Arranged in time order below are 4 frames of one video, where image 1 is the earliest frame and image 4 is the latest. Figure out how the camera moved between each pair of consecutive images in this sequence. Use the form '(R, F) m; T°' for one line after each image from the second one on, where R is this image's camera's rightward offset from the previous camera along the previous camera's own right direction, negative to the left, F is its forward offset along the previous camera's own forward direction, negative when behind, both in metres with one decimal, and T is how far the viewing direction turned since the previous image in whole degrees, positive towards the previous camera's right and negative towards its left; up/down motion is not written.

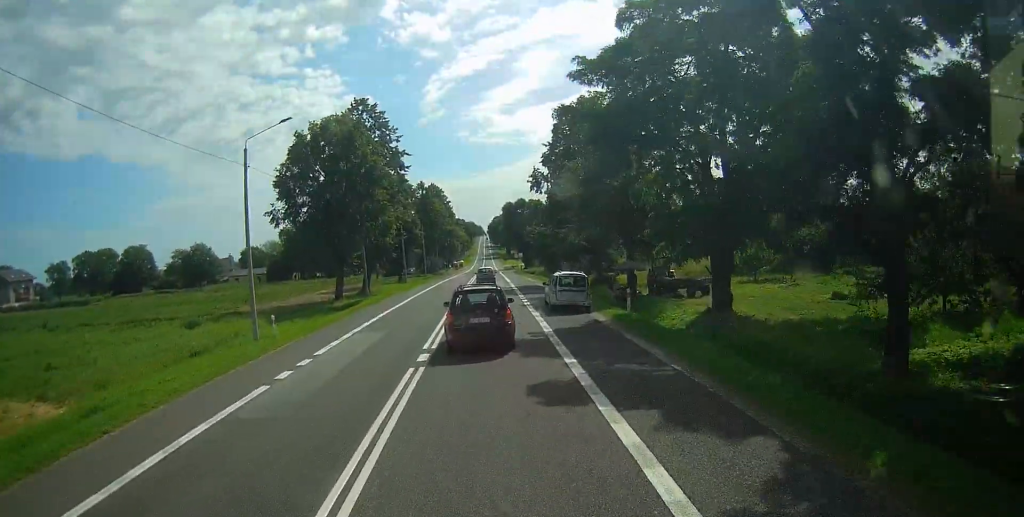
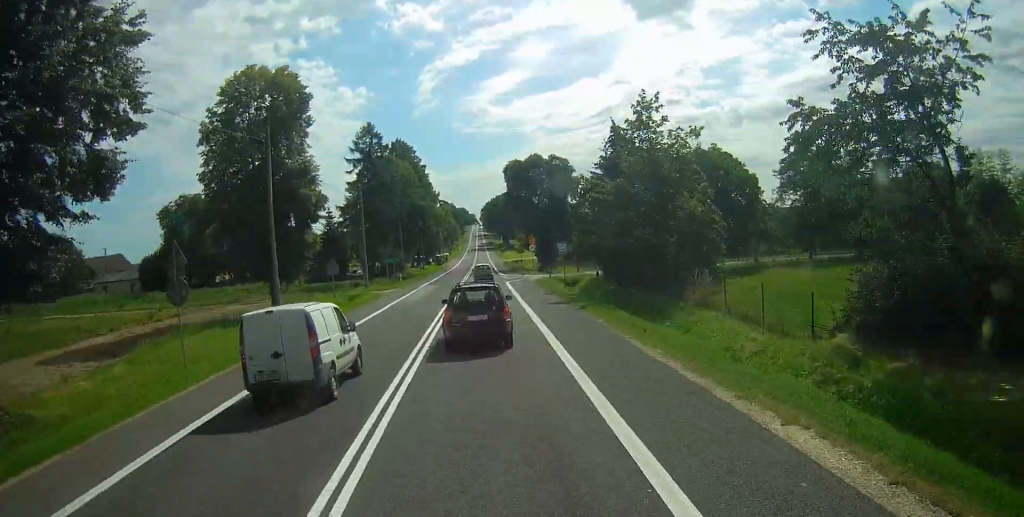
(+0.5, +56.4) m; +1°
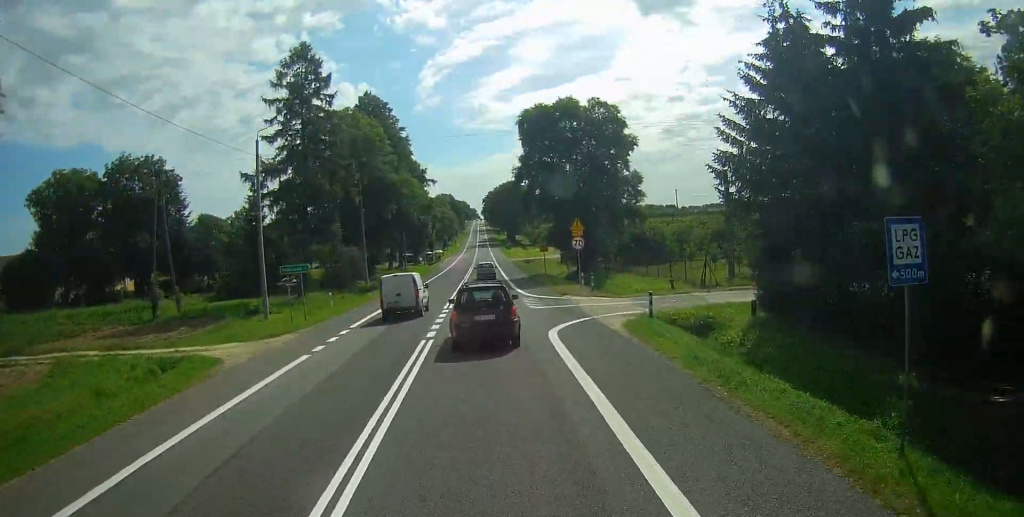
(0.0, +32.4) m; 0°
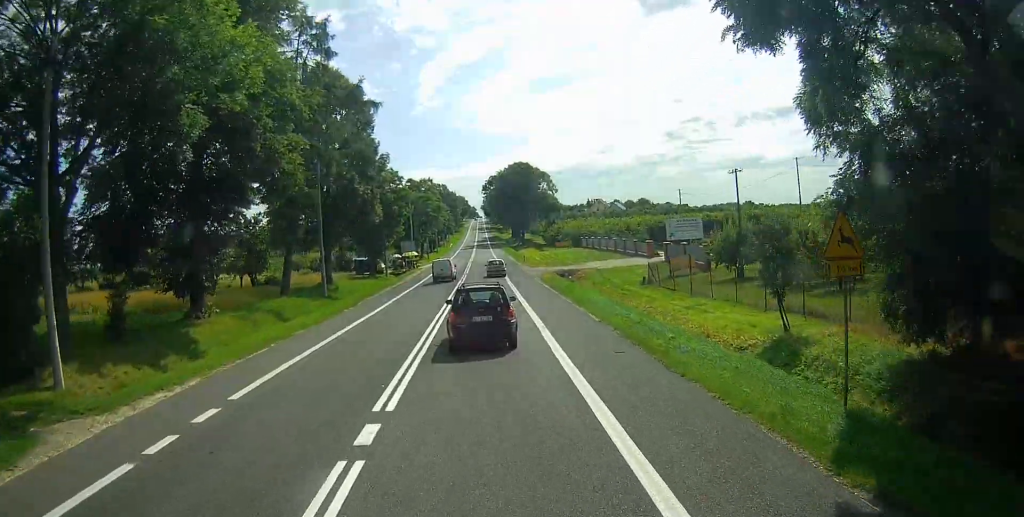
(0.0, +50.7) m; 0°
